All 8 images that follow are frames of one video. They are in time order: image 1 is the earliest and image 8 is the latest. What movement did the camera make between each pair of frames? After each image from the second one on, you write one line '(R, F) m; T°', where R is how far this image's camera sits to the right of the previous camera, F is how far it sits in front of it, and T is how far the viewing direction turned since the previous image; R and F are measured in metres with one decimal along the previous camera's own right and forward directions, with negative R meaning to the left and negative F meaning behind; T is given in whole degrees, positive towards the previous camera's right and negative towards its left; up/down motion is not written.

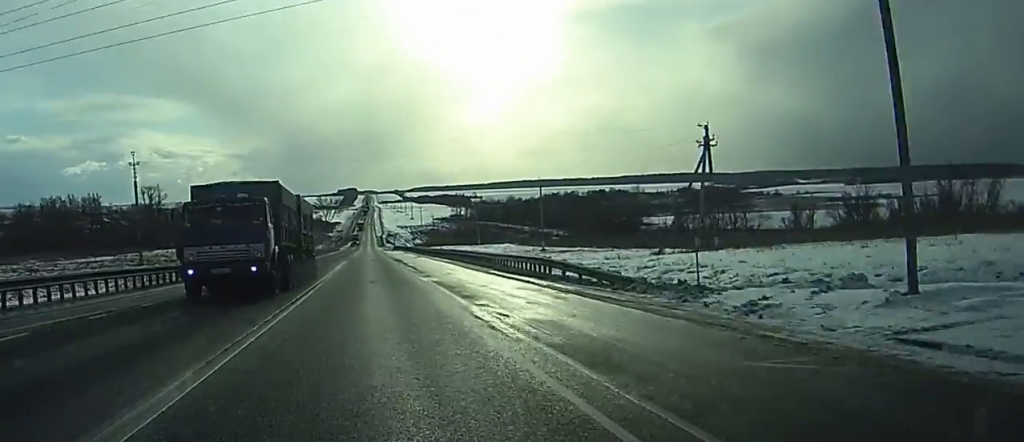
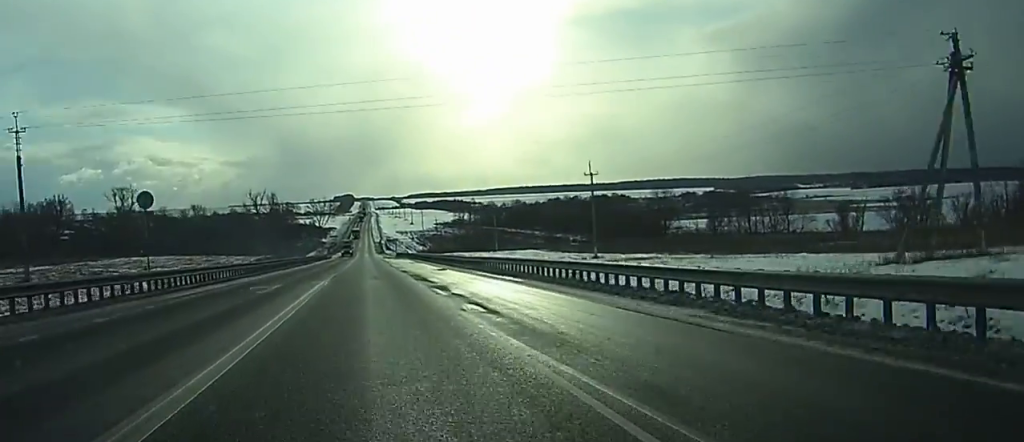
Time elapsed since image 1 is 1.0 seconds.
(-0.1, +27.7) m; 0°
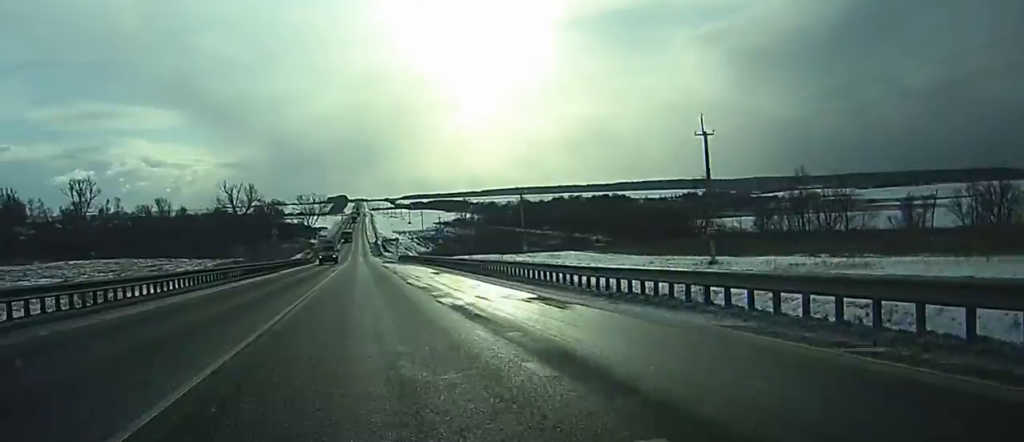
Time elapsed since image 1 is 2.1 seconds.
(+0.3, +31.5) m; +1°
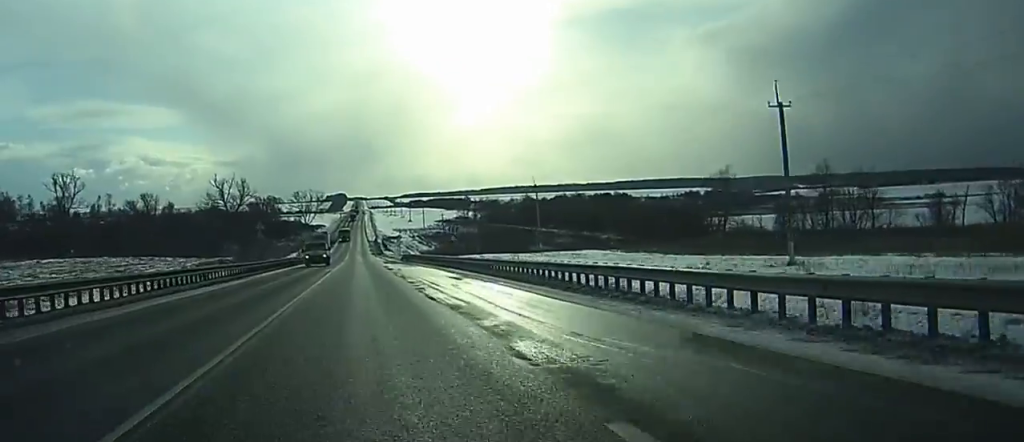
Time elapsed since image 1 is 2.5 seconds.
(0.0, +11.2) m; 0°
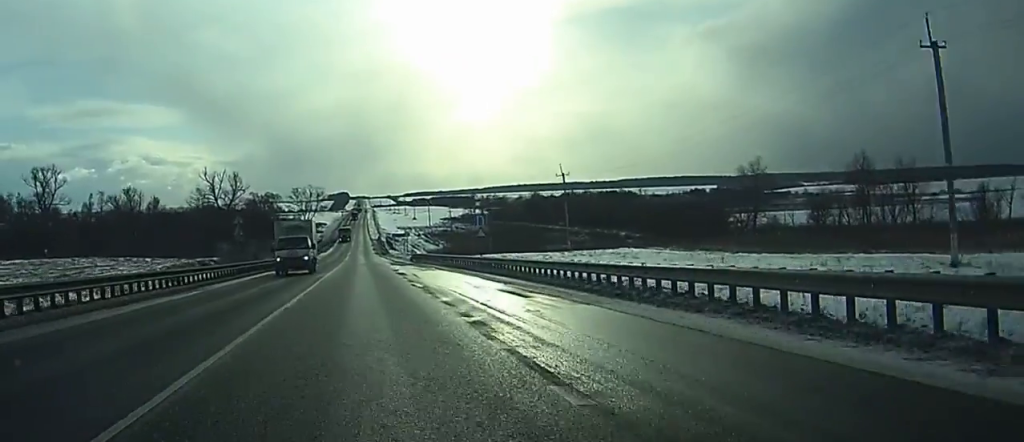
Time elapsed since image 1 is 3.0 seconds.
(0.0, +14.0) m; 0°
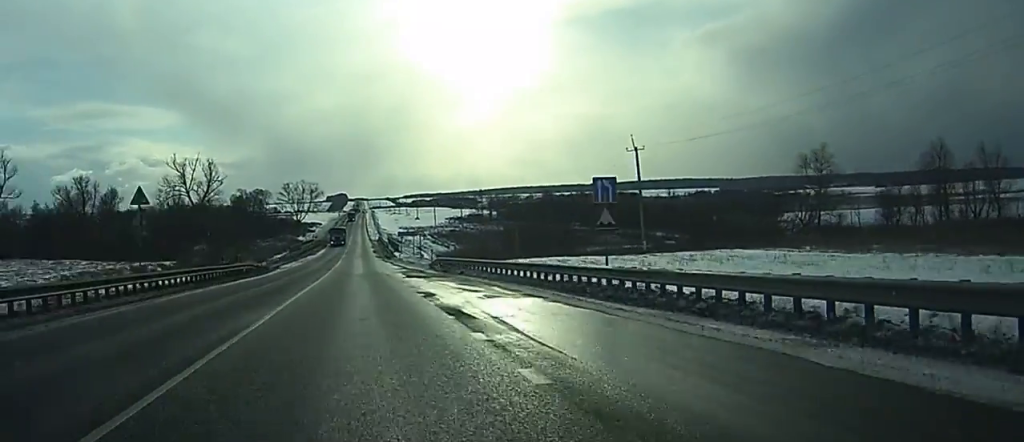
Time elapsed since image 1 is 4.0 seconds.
(+0.1, +26.4) m; 0°
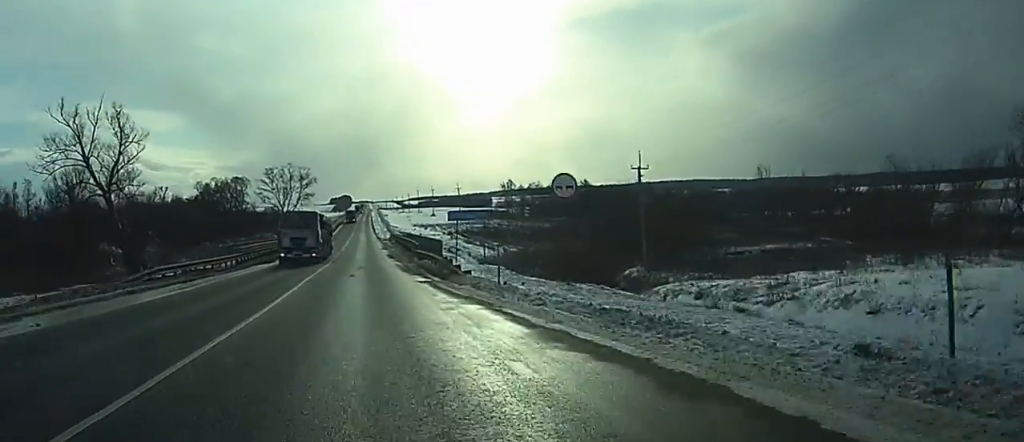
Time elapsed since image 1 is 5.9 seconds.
(+0.1, +55.2) m; 0°
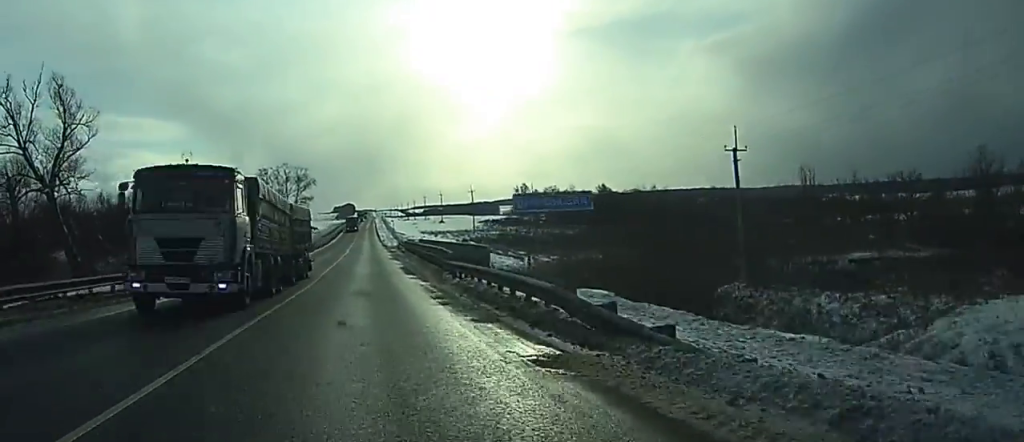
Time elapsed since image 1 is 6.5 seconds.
(0.0, +18.3) m; 0°
